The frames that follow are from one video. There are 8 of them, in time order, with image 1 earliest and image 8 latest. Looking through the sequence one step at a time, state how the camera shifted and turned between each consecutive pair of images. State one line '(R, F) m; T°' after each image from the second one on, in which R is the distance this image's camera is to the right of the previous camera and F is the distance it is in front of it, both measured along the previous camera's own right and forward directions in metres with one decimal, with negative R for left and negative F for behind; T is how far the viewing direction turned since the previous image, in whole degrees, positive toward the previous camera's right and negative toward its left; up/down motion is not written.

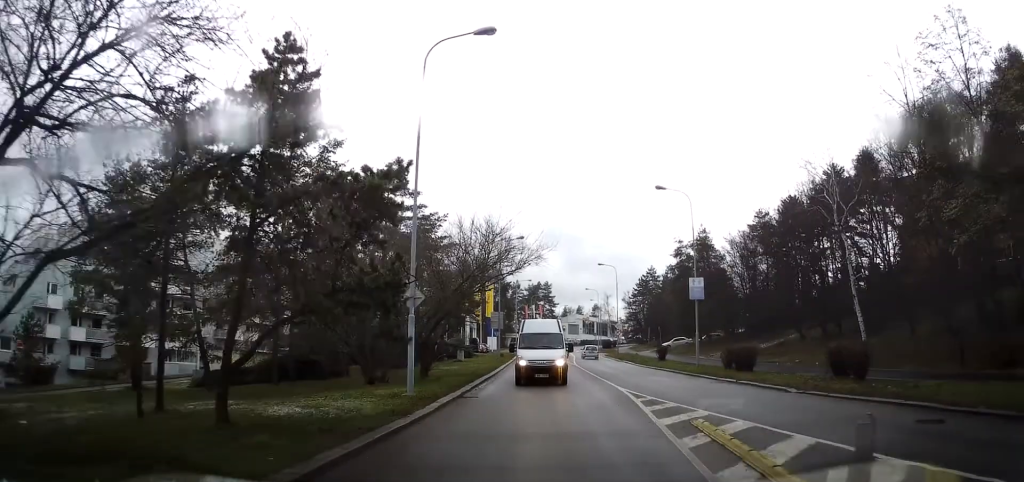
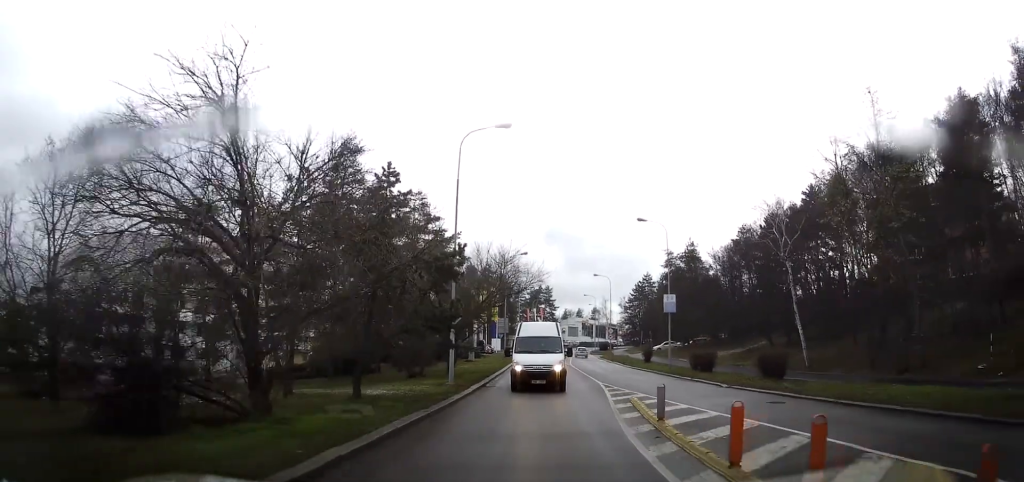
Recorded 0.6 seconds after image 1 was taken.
(0.0, +7.6) m; 0°
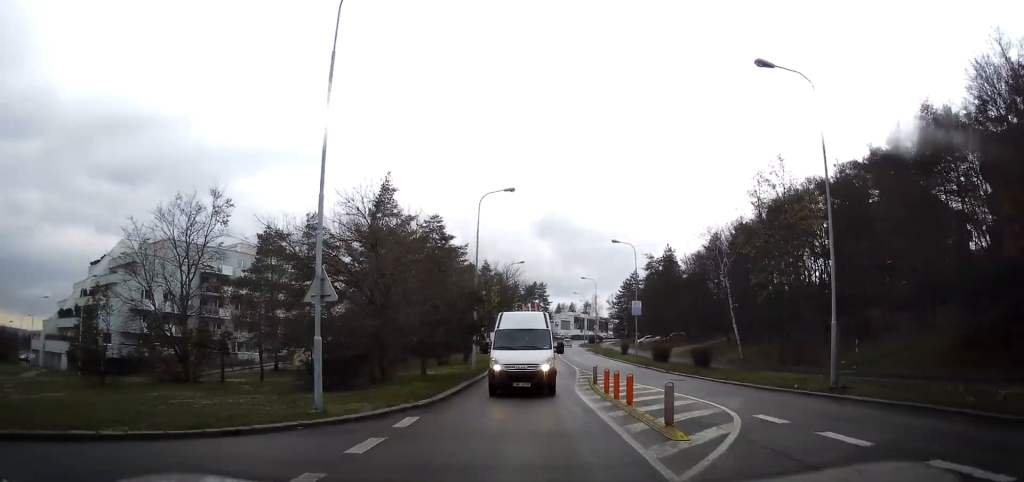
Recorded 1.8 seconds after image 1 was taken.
(0.0, +11.2) m; 0°
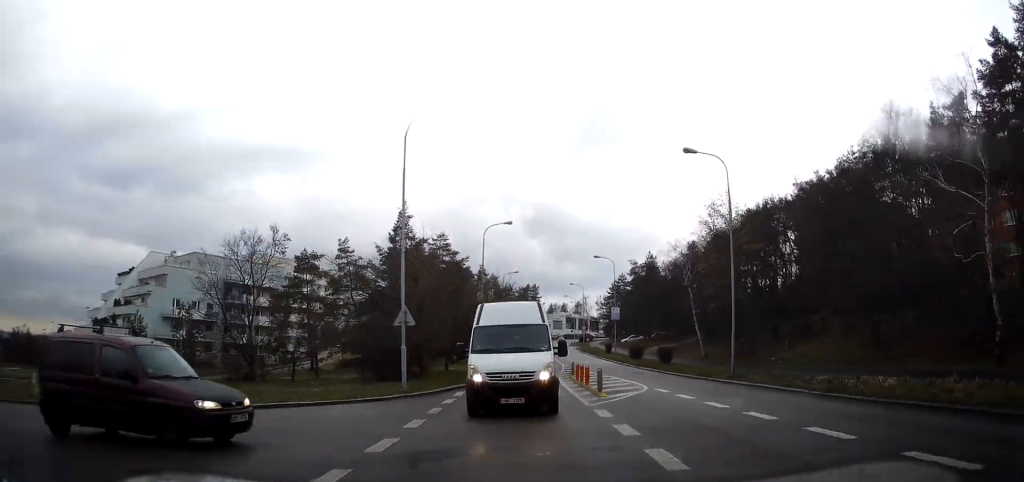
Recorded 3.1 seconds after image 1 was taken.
(0.0, +9.2) m; -1°
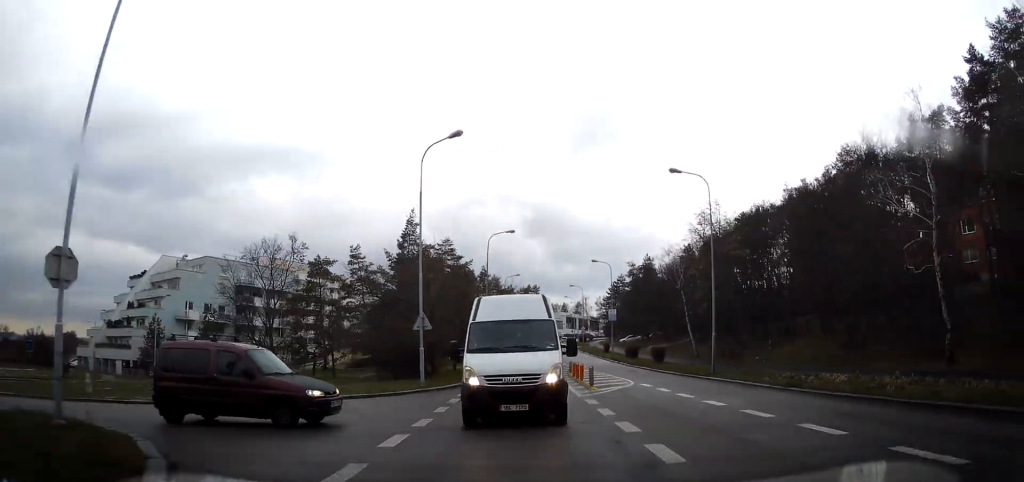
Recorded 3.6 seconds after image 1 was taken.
(-0.1, +3.0) m; -1°
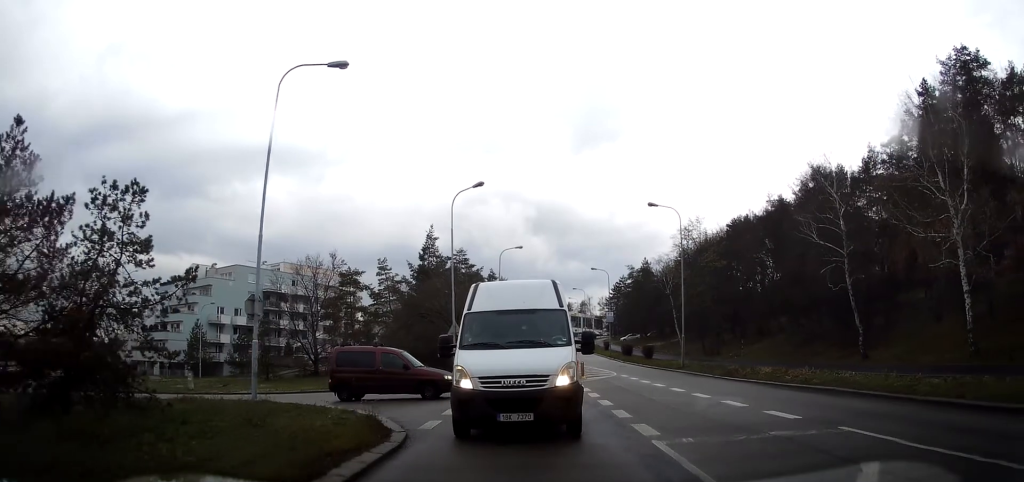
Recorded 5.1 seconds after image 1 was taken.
(-0.2, +7.1) m; +1°
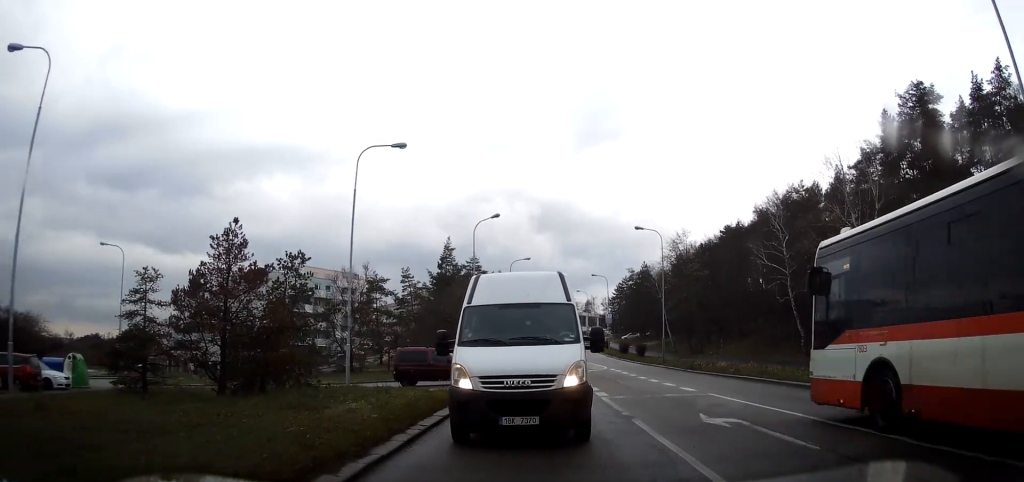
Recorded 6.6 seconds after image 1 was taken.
(+0.3, +8.2) m; +2°
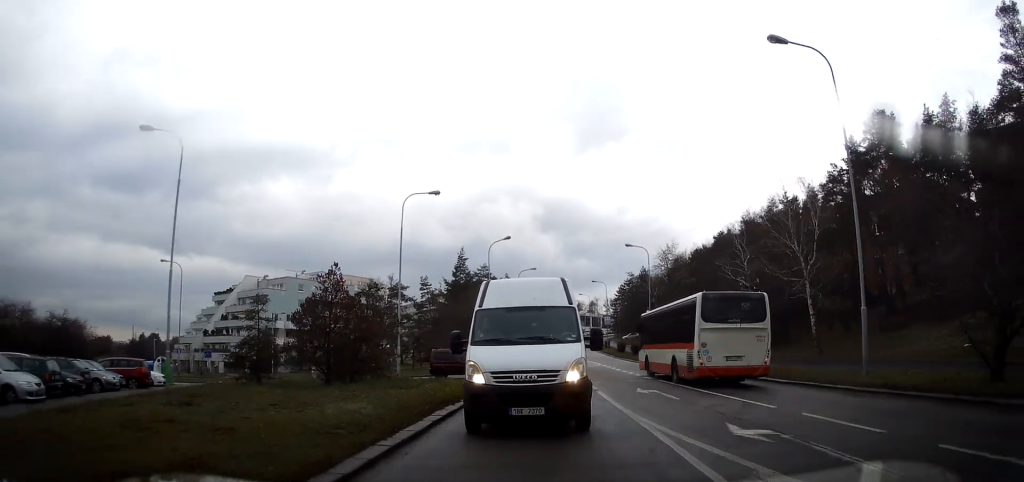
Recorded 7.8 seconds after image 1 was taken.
(0.0, +8.2) m; -1°
